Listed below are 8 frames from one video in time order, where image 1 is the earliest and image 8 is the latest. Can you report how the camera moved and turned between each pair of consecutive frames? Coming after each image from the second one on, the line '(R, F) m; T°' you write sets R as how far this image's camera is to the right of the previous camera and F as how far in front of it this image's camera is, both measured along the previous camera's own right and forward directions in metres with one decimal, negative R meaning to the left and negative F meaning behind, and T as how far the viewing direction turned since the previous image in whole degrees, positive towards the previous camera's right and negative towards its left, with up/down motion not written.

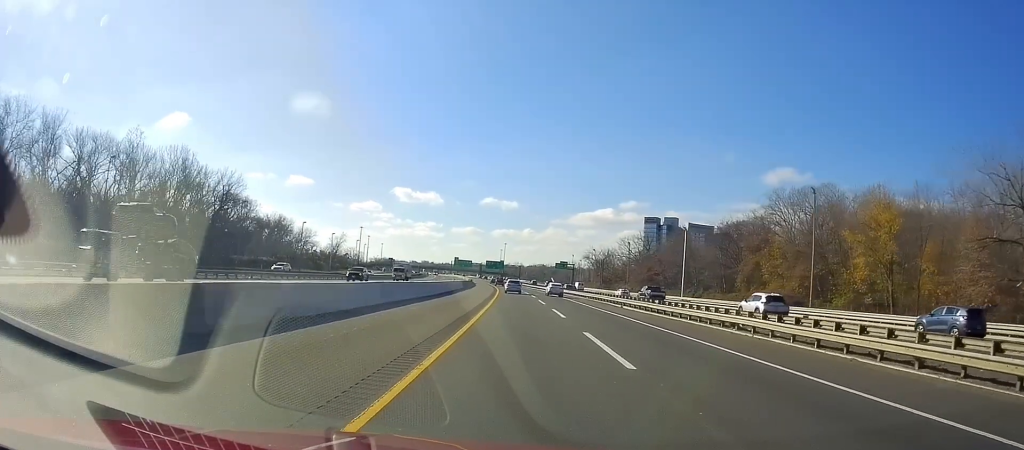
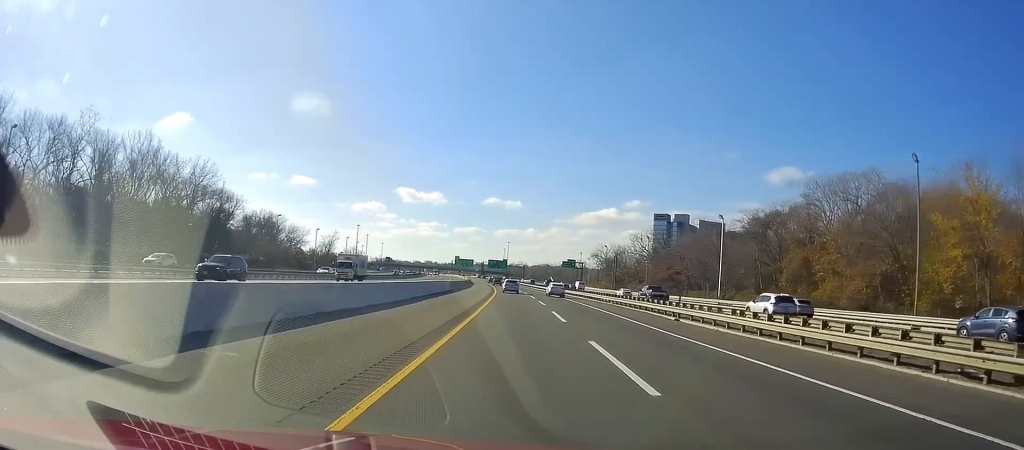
(-0.3, +18.0) m; -1°
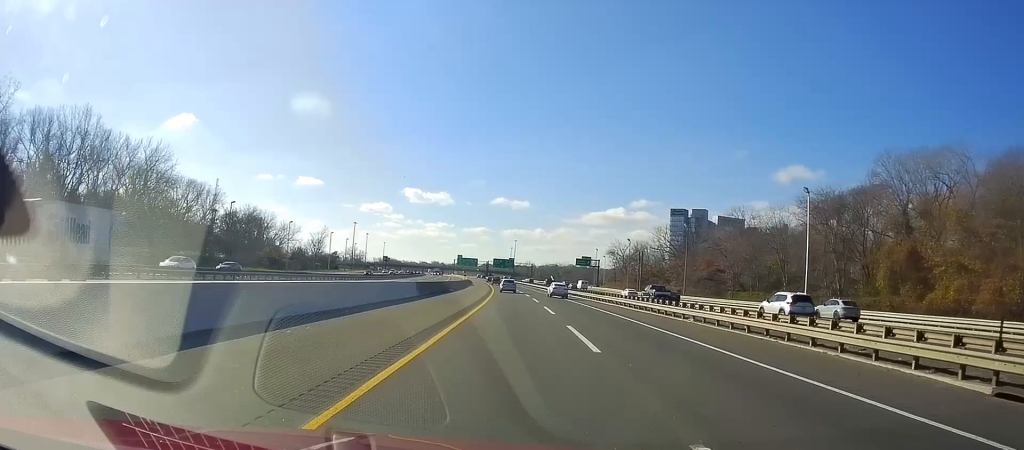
(-0.3, +25.6) m; -1°
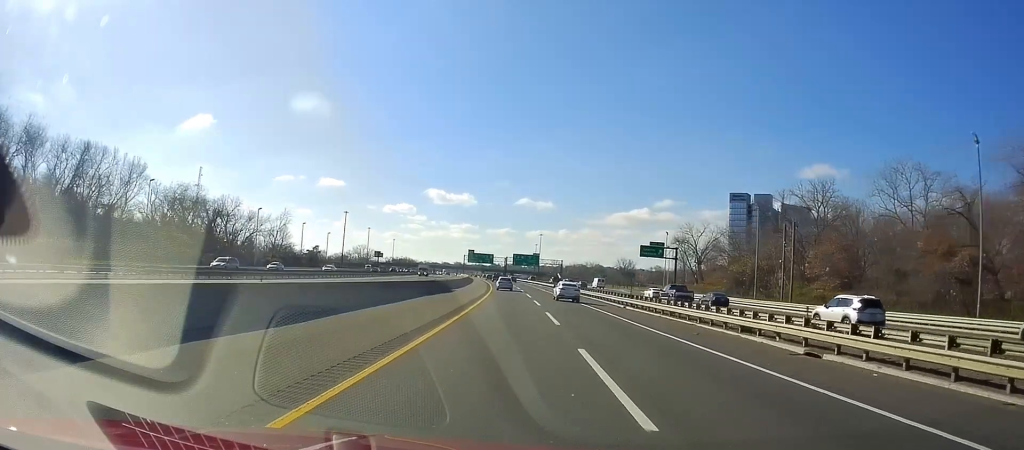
(-0.3, +68.5) m; -1°
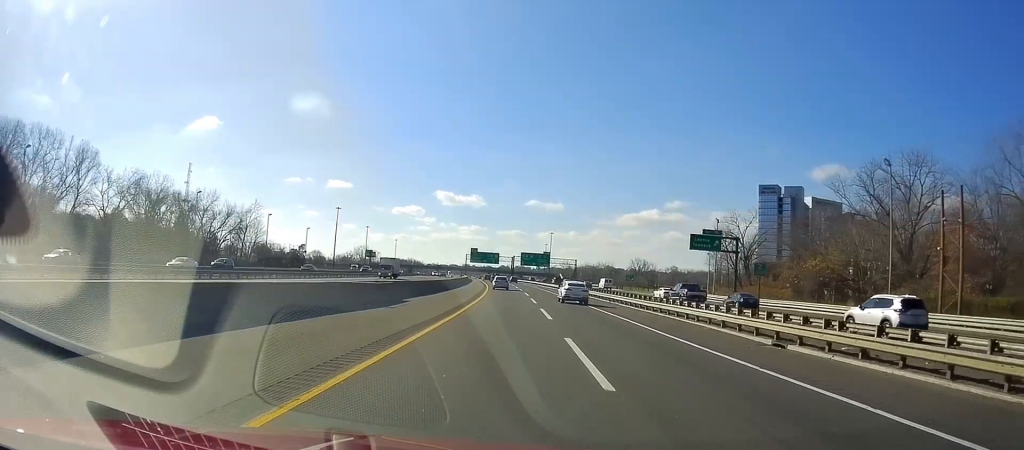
(-0.3, +28.7) m; -1°
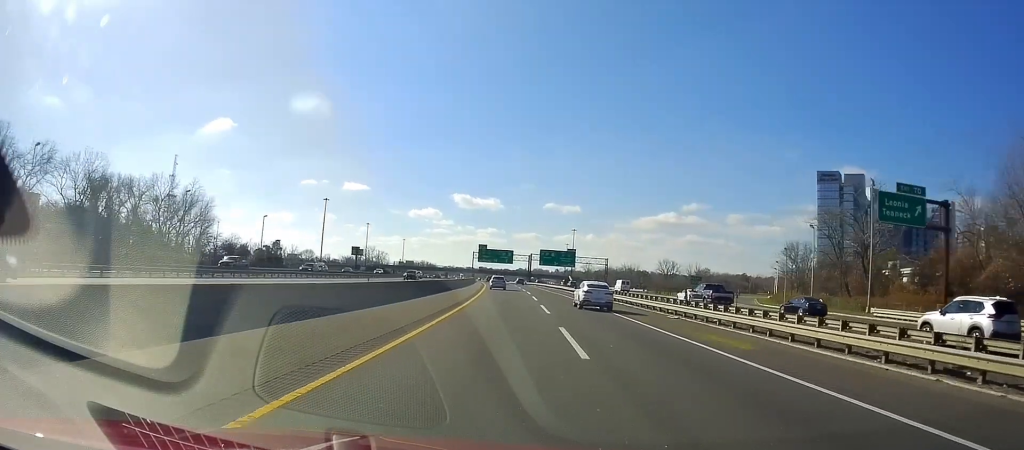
(-0.7, +43.0) m; -2°
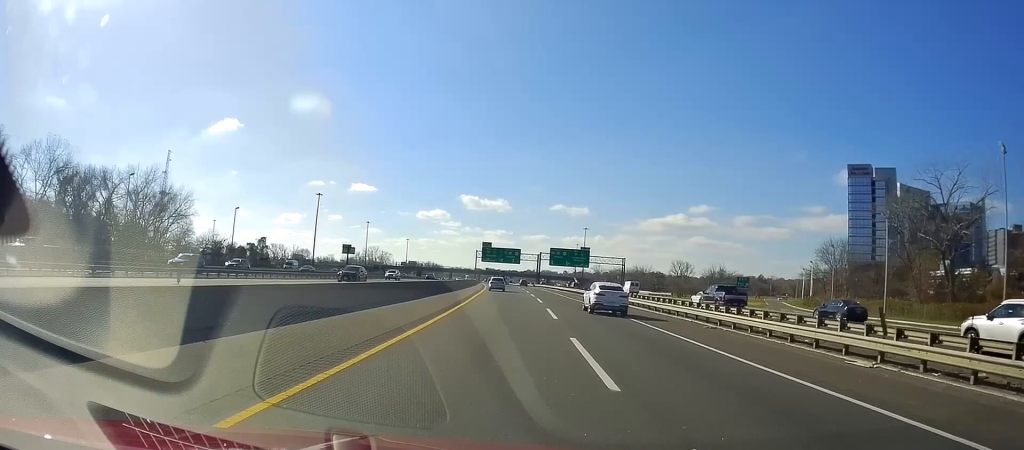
(-0.2, +18.7) m; -1°
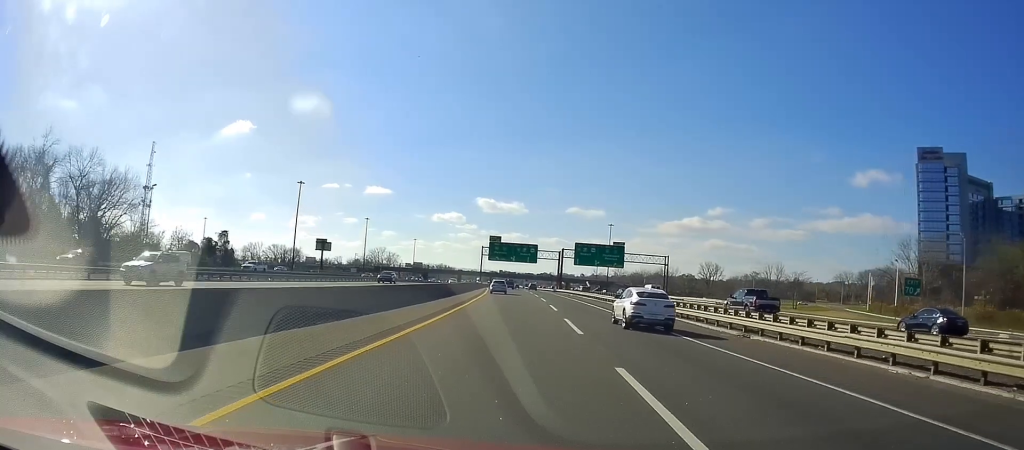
(0.0, +36.4) m; -1°
